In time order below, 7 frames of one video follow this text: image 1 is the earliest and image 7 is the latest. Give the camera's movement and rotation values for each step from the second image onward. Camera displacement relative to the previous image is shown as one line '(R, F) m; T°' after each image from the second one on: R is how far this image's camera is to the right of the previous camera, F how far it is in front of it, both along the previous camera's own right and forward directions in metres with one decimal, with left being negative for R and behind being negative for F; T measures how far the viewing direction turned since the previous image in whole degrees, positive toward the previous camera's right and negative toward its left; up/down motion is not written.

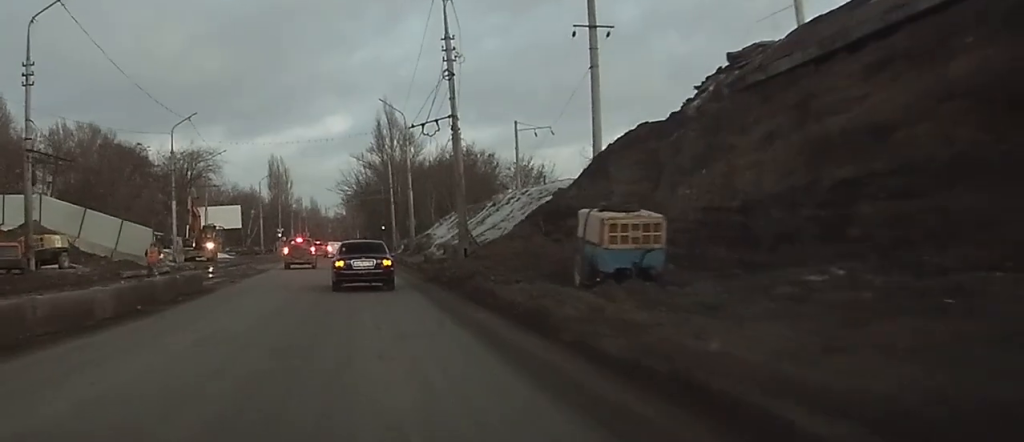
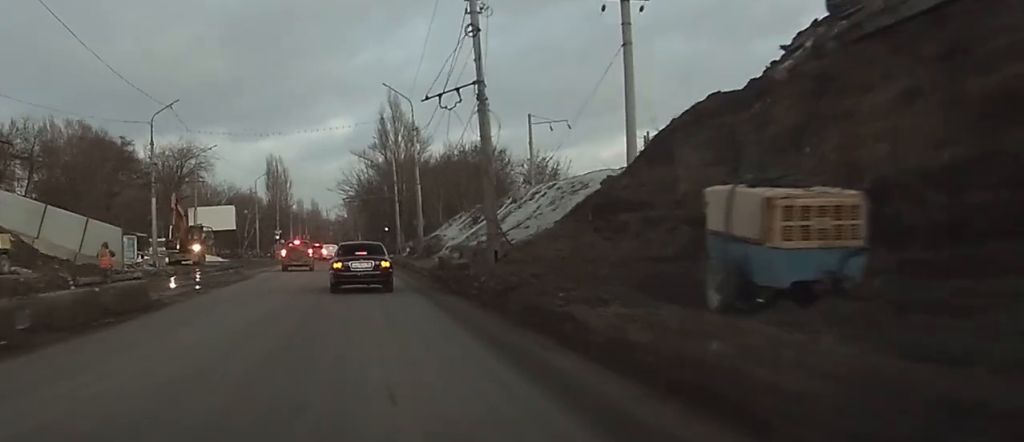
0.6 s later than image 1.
(0.0, +7.0) m; 0°
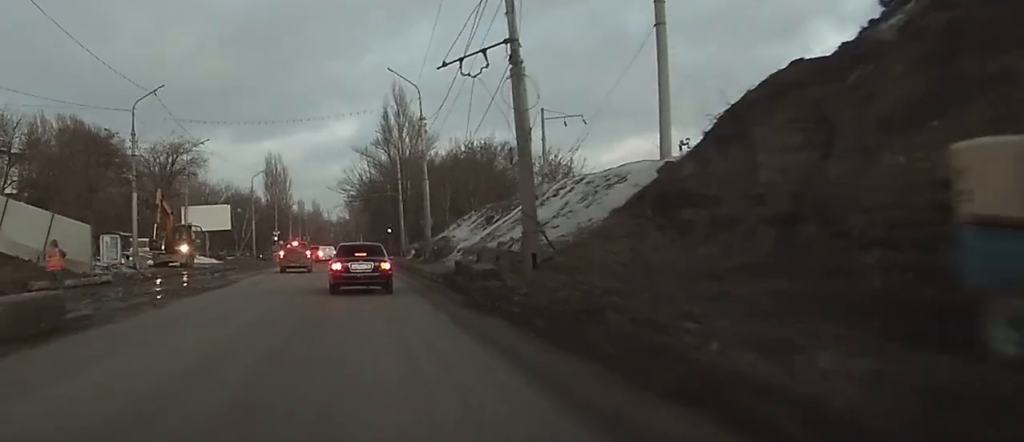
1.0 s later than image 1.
(0.0, +5.3) m; 0°
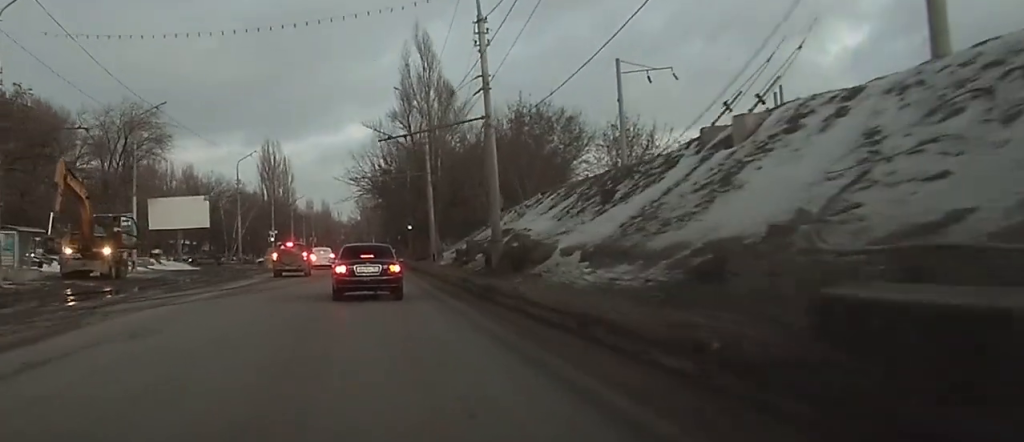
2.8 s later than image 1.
(+0.7, +19.4) m; -1°
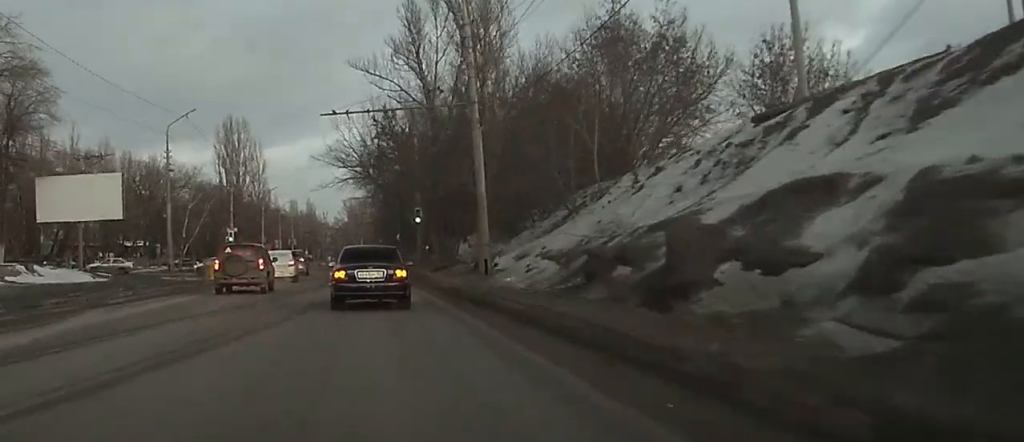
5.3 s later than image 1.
(-1.8, +32.9) m; -1°
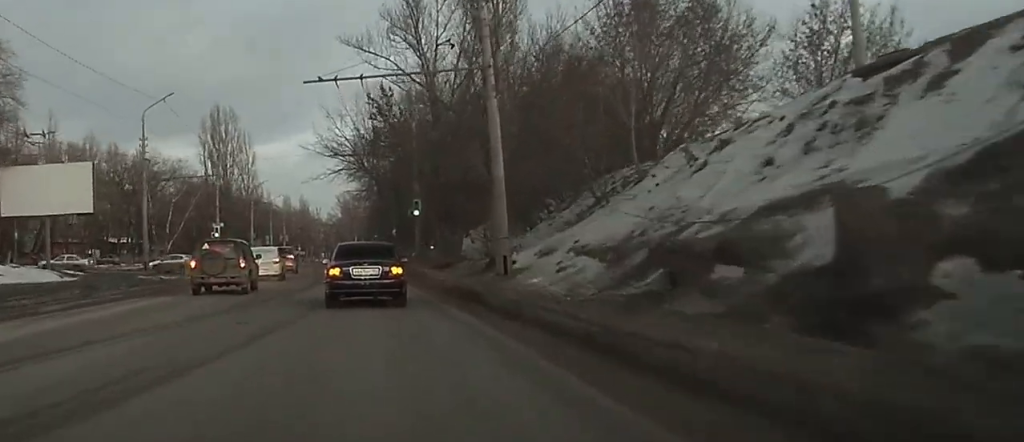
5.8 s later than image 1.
(0.0, +6.1) m; +1°
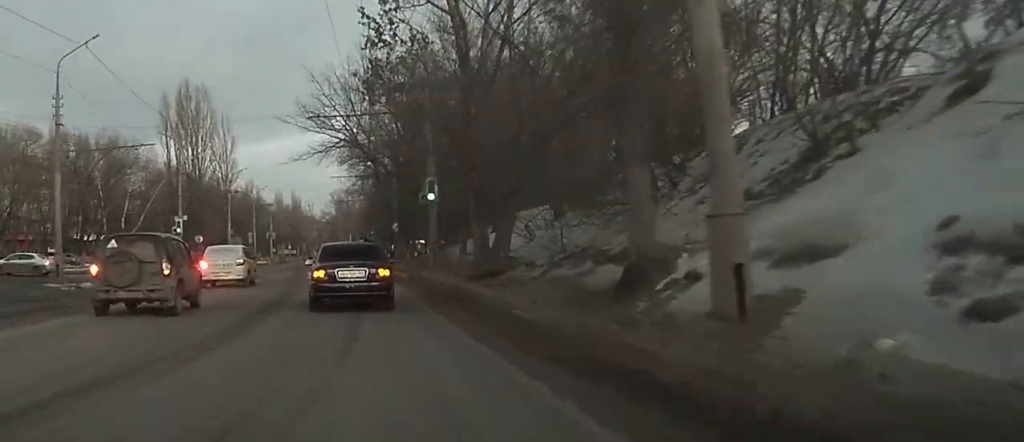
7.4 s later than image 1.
(+0.2, +17.0) m; +1°
